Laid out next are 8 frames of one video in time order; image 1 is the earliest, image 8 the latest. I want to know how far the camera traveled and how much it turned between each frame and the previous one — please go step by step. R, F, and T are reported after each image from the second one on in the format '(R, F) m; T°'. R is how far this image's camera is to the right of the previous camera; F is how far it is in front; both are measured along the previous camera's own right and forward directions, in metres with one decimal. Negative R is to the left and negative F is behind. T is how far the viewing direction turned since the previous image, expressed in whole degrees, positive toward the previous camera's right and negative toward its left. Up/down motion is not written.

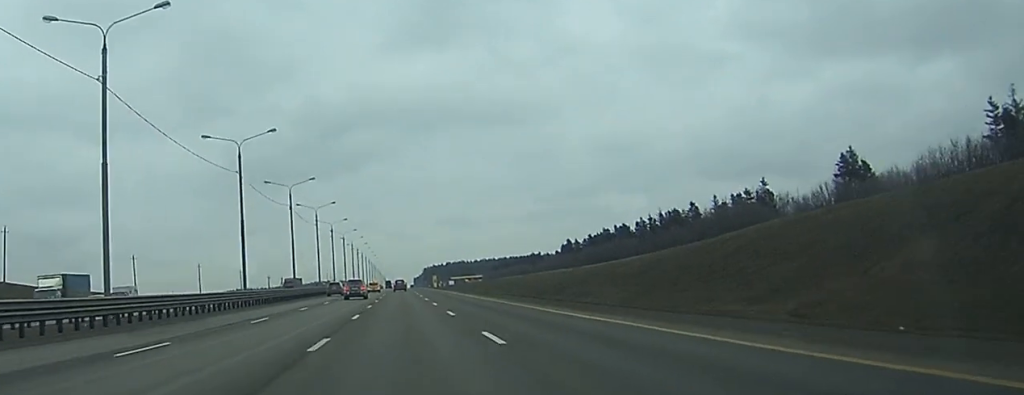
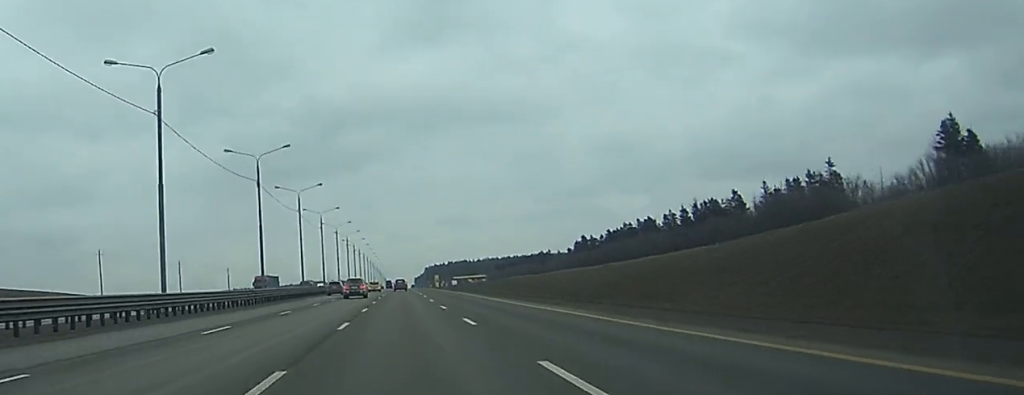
(0.0, +24.5) m; 0°
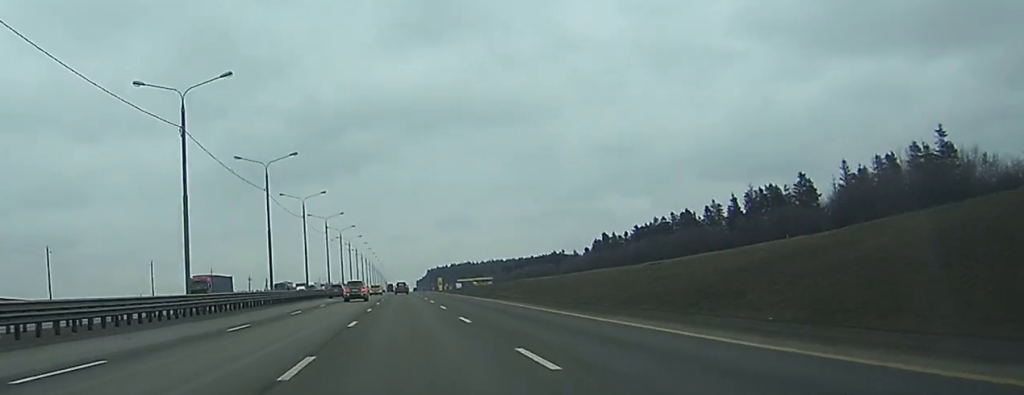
(0.0, +28.7) m; 0°
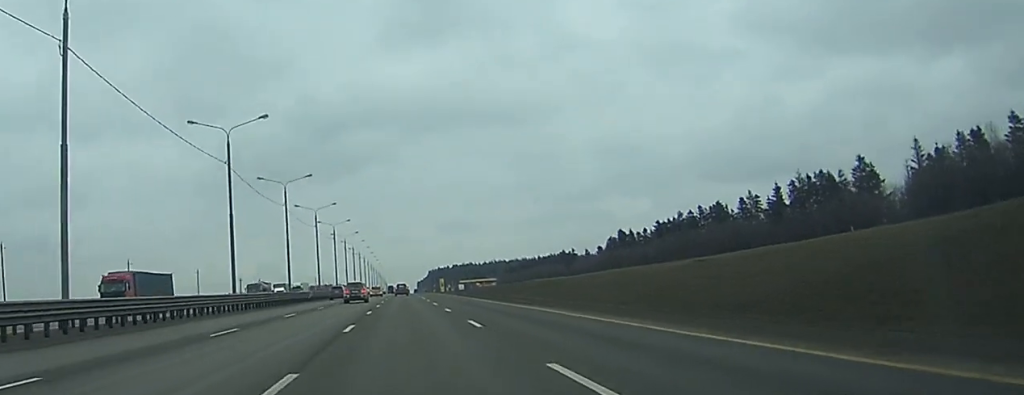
(0.0, +19.0) m; 0°
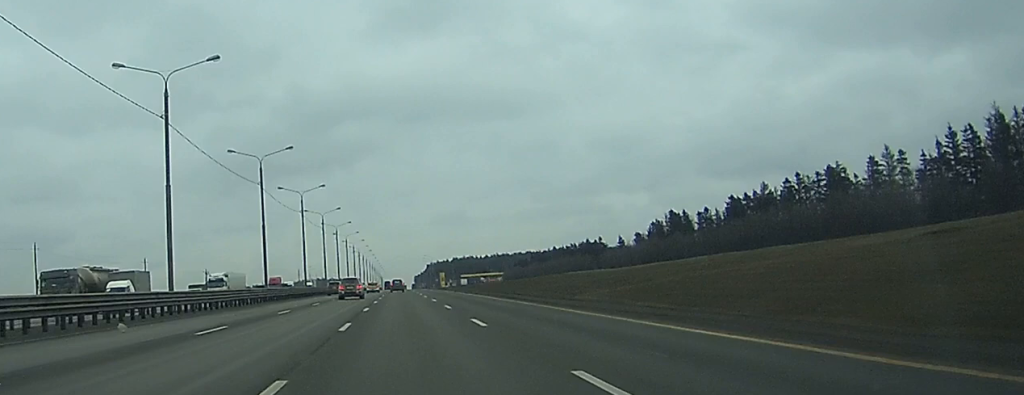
(0.0, +49.3) m; 0°
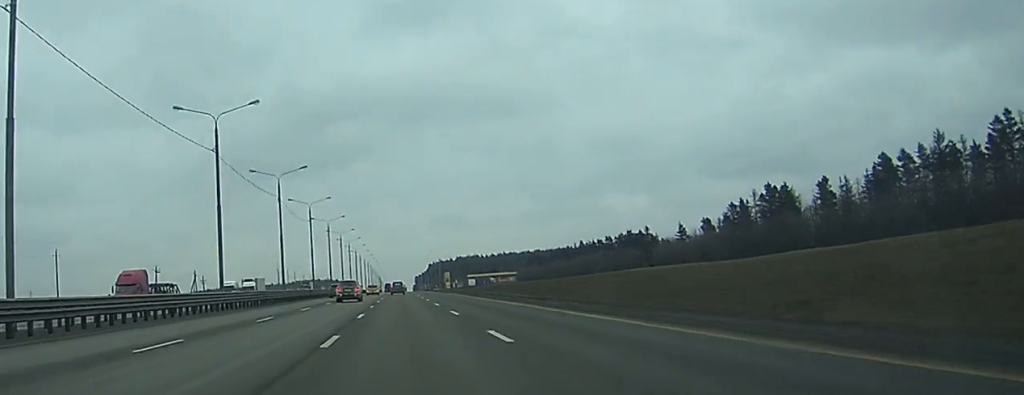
(+0.2, +54.1) m; 0°
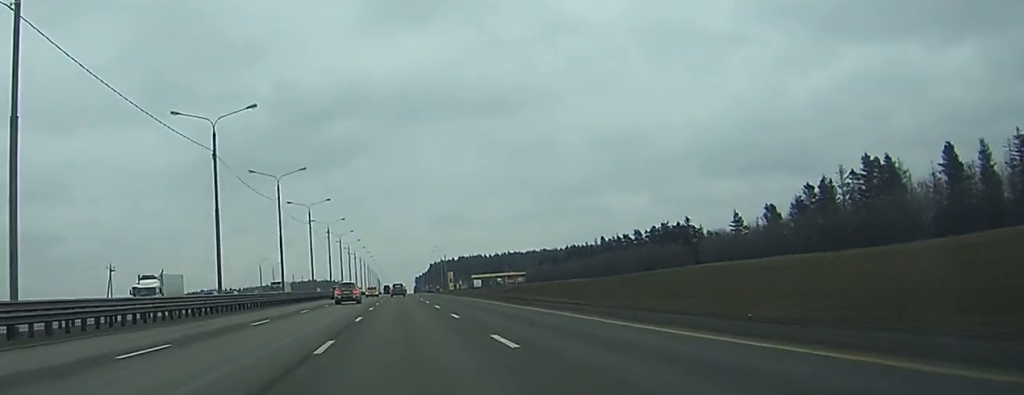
(-0.1, +33.1) m; 0°
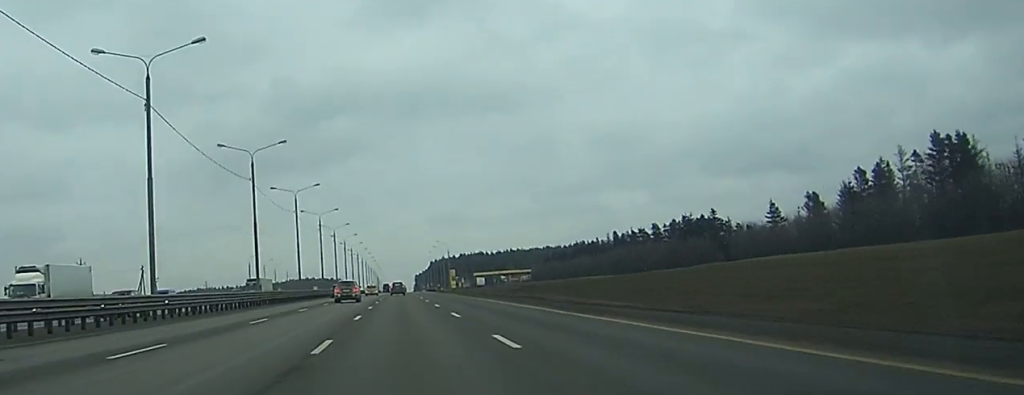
(0.0, +16.5) m; 0°
